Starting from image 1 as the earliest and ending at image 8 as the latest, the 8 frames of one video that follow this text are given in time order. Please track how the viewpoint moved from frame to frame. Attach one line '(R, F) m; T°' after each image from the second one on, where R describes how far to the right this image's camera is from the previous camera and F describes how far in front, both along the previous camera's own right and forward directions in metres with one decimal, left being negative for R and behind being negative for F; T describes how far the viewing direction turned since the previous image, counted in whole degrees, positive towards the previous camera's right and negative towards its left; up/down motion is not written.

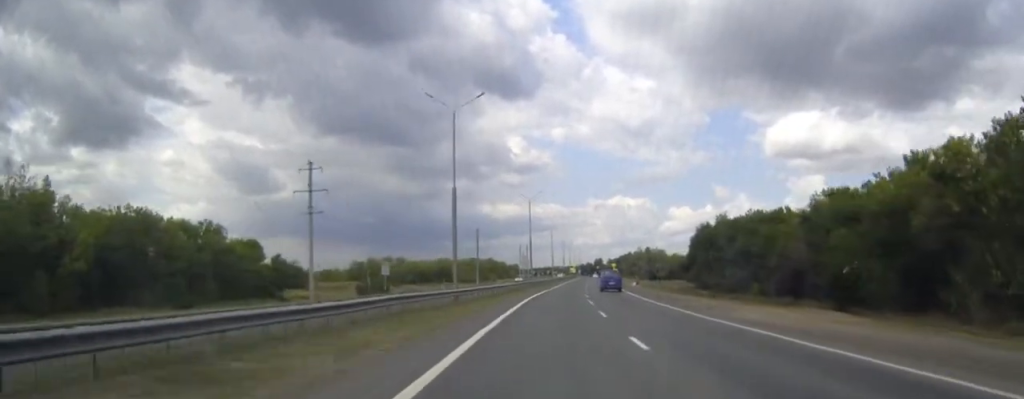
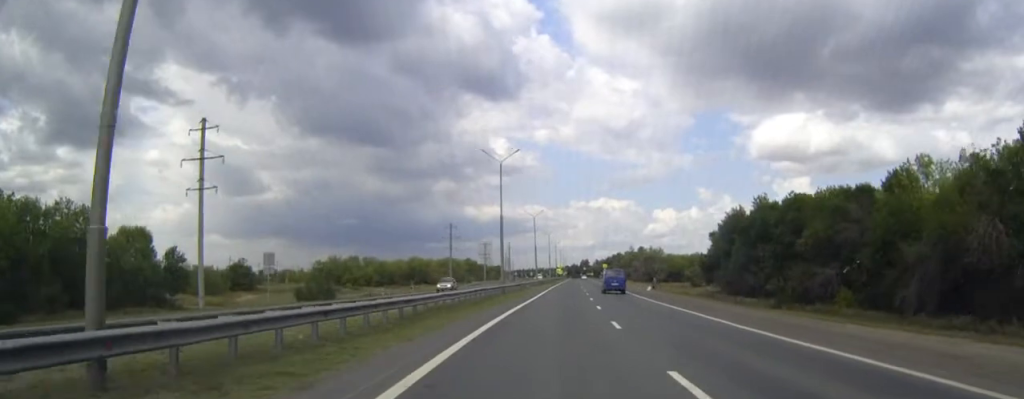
(+0.3, +30.4) m; +1°
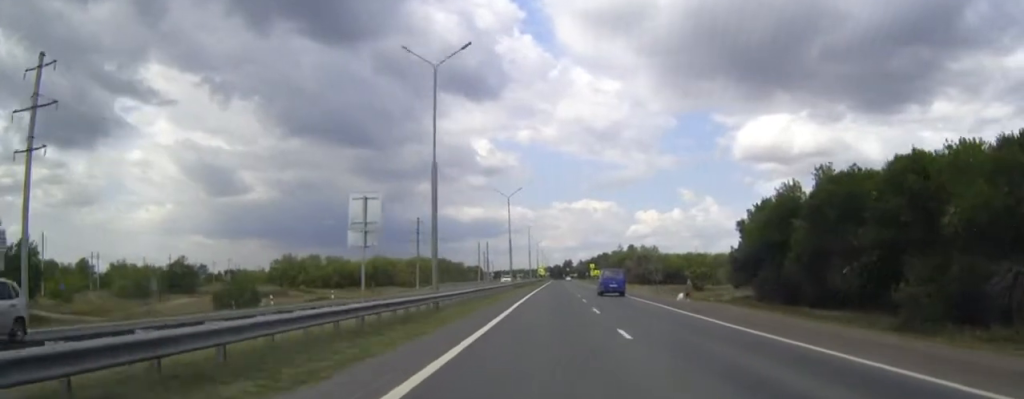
(+0.3, +26.9) m; +1°
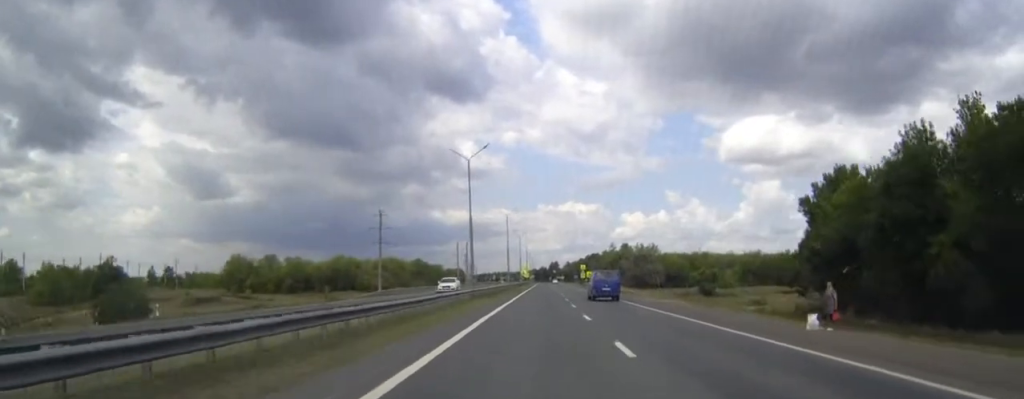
(+0.2, +27.7) m; +1°
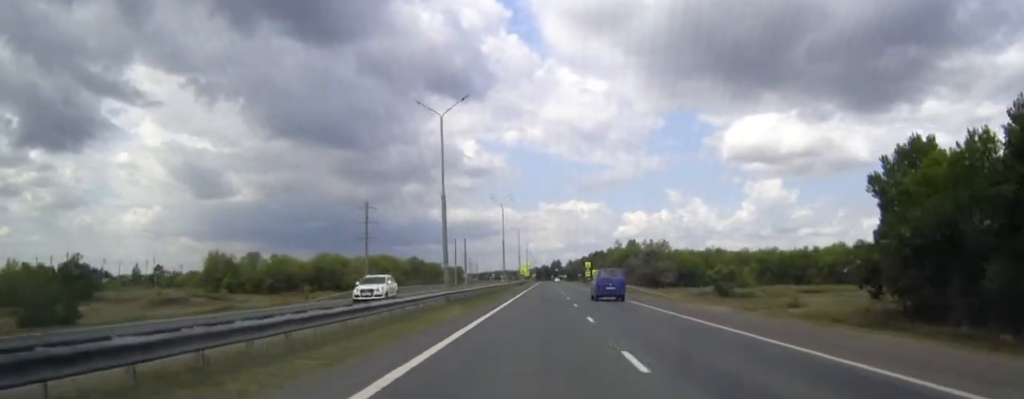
(0.0, +14.2) m; 0°
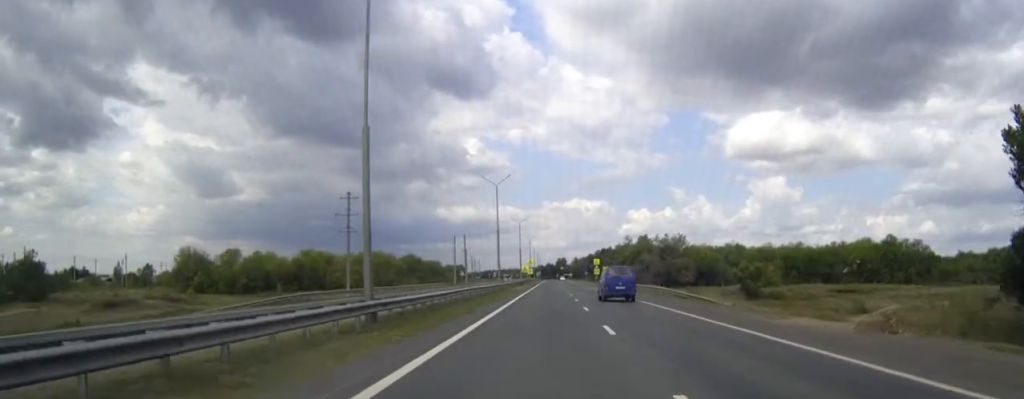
(0.0, +17.2) m; 0°
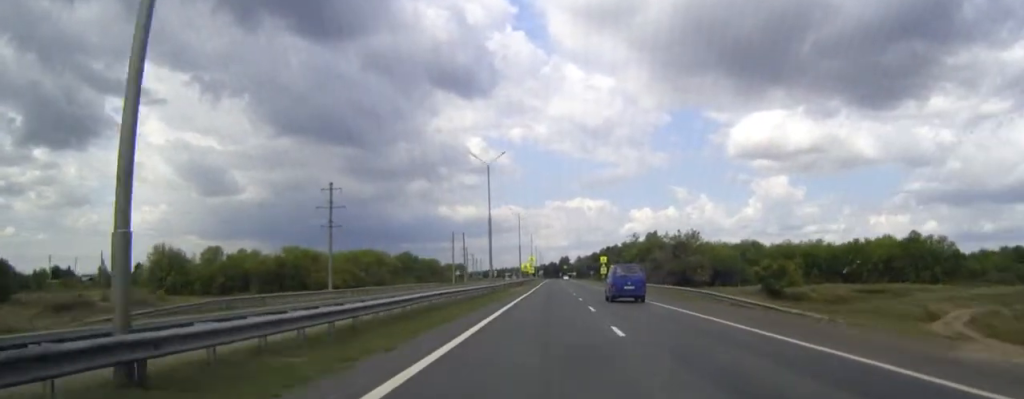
(0.0, +12.8) m; 0°
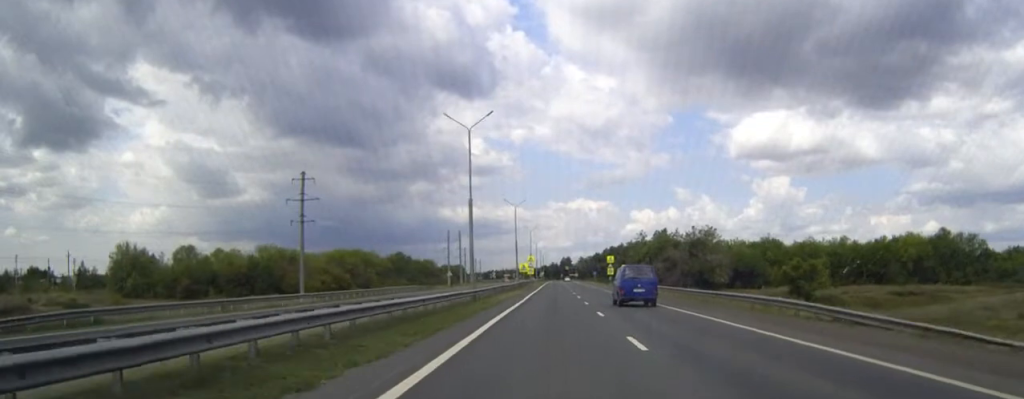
(0.0, +14.9) m; 0°
